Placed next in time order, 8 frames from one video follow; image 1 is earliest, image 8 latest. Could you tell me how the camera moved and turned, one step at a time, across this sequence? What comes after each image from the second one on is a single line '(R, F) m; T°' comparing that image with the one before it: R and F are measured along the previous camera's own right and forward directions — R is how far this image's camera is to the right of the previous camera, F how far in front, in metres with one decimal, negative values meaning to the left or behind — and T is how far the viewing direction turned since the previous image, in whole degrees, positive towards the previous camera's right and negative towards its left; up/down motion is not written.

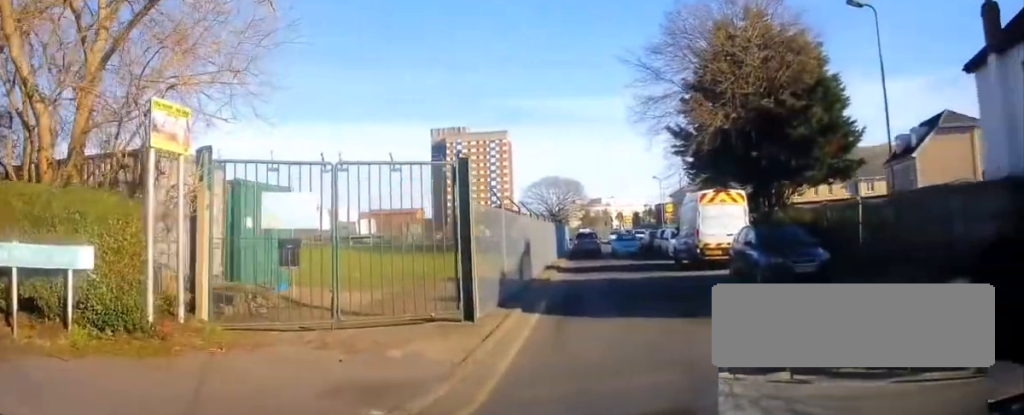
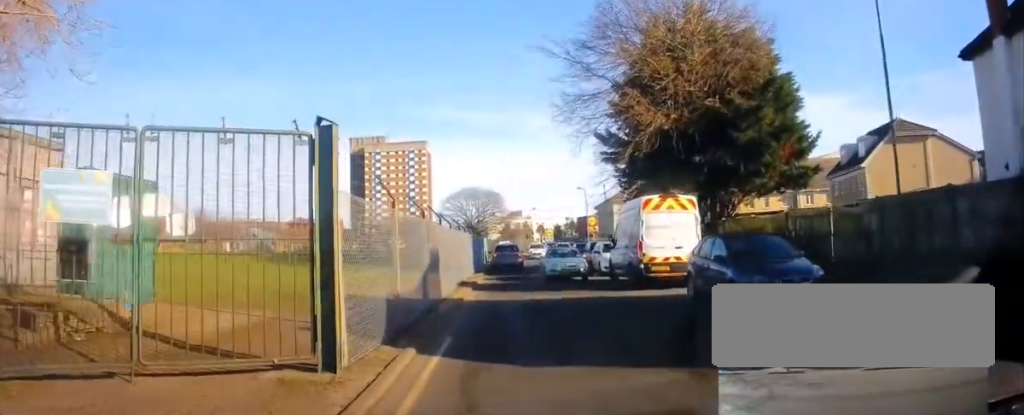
(+0.2, +3.2) m; +13°
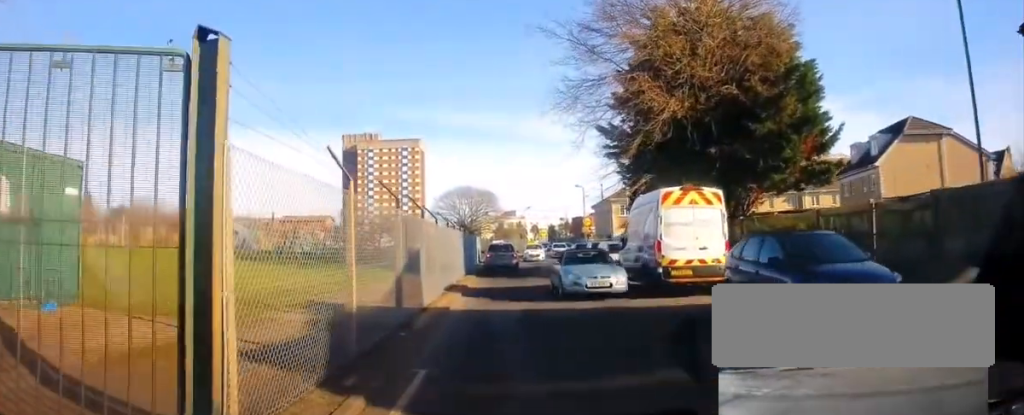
(+0.3, +2.5) m; +7°
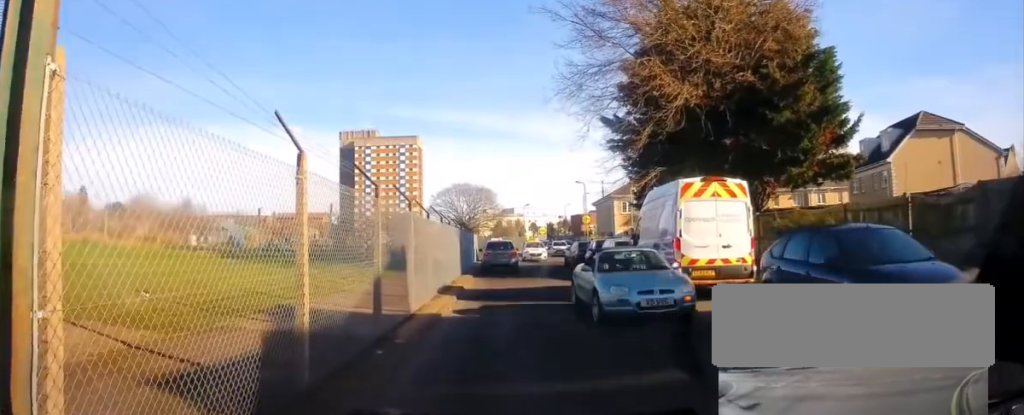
(+0.1, +1.6) m; 0°
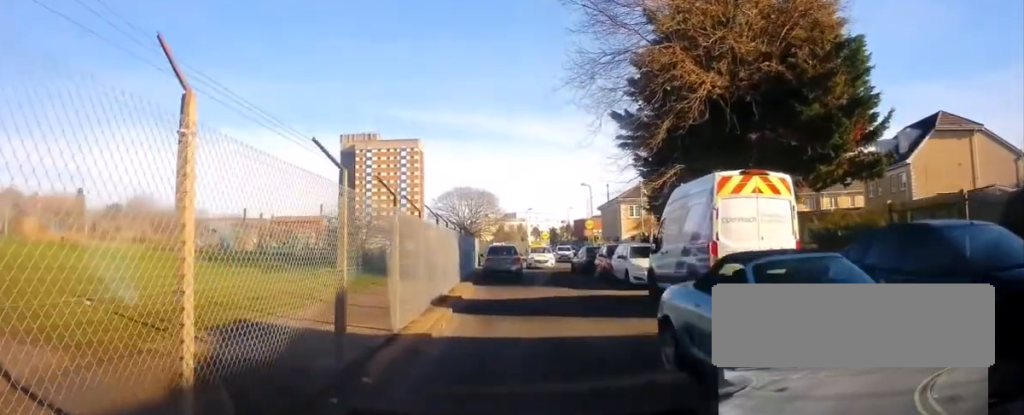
(-0.2, +2.1) m; -5°
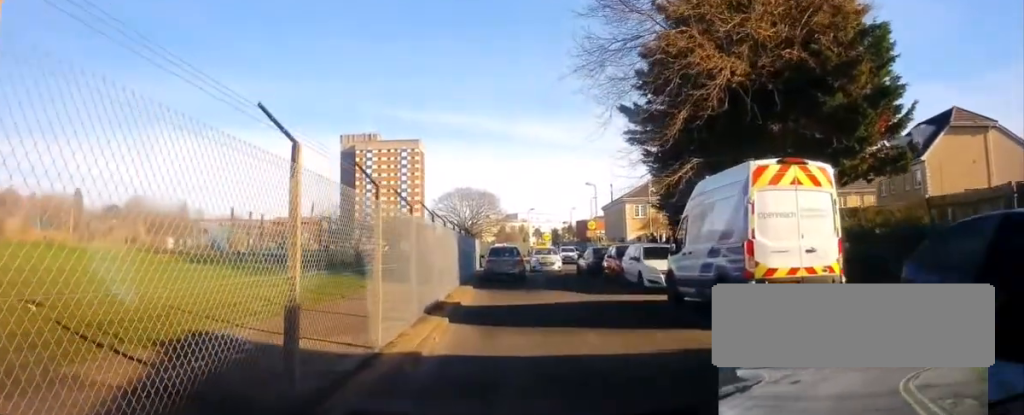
(-0.1, +1.5) m; -2°
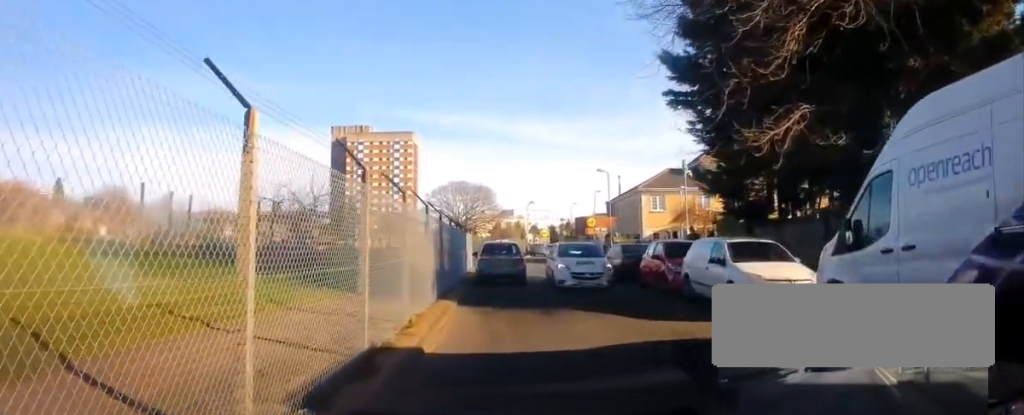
(-0.1, +6.5) m; +1°
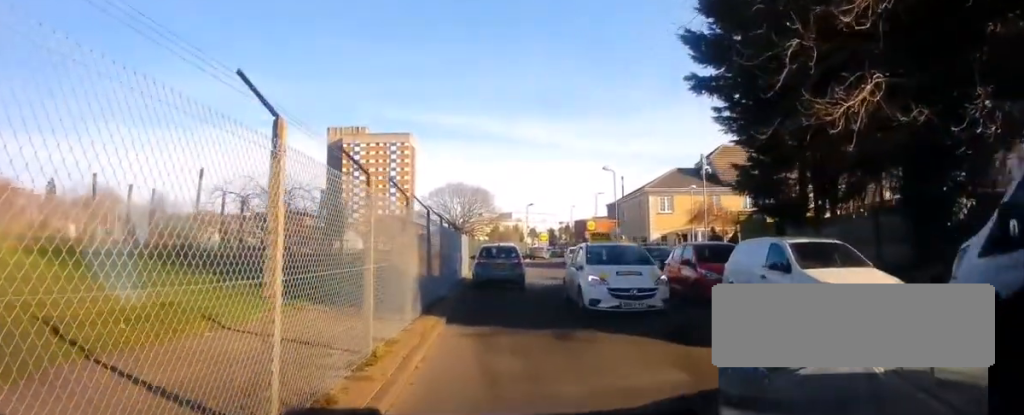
(+0.1, +2.9) m; +1°
